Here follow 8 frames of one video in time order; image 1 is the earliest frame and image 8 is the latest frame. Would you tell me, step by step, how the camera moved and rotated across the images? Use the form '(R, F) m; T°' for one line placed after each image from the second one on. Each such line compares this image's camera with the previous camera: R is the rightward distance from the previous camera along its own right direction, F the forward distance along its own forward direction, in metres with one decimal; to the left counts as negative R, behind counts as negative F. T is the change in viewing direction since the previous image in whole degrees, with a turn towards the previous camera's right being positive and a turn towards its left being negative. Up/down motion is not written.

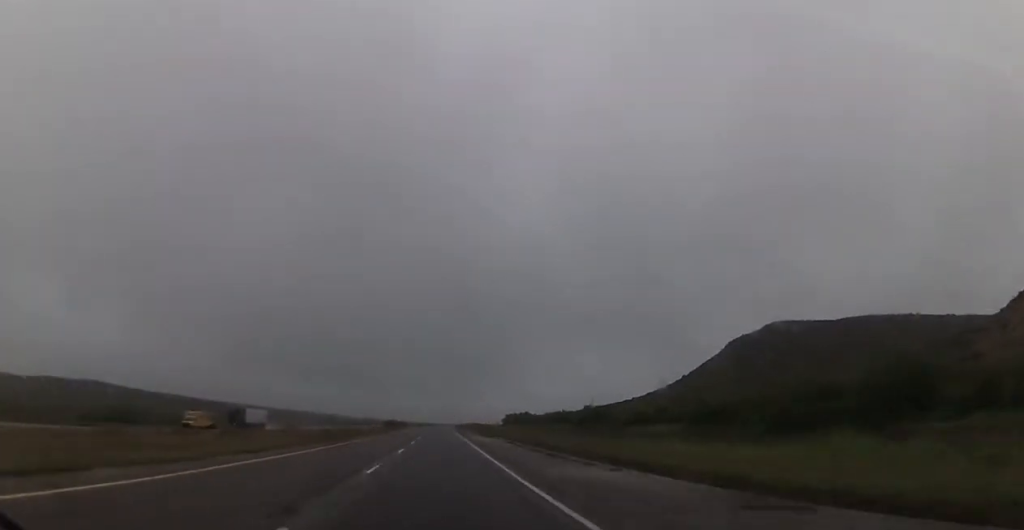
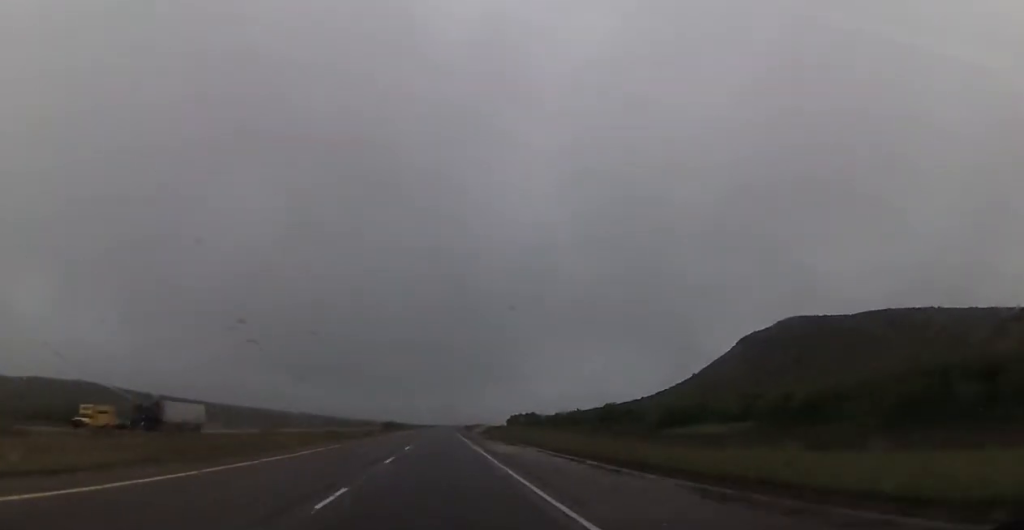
(+0.4, +19.2) m; 0°
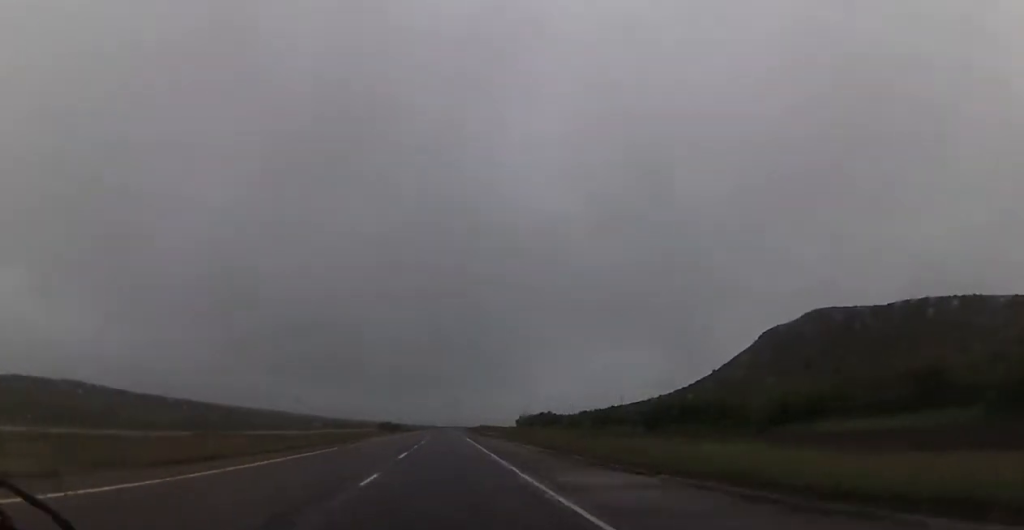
(0.0, +32.7) m; 0°
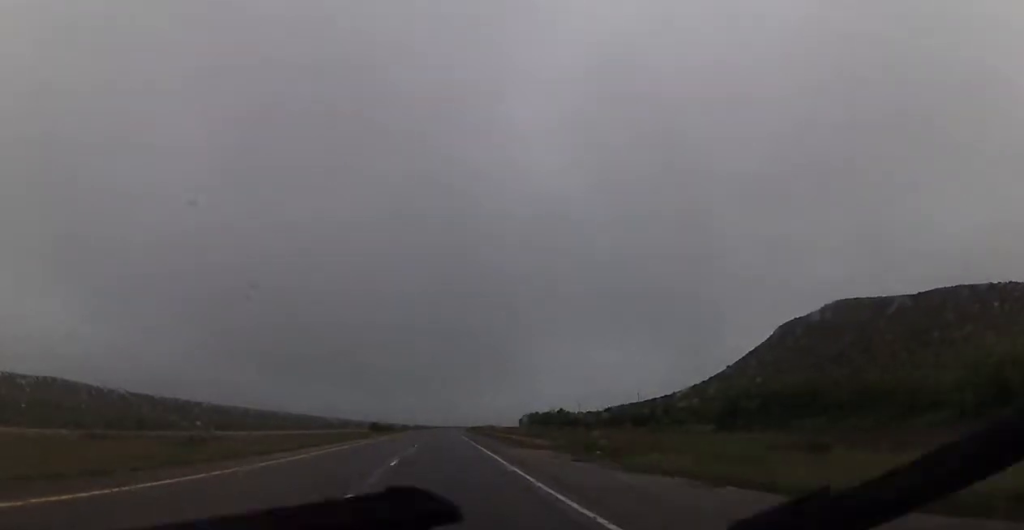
(0.0, +29.4) m; 0°
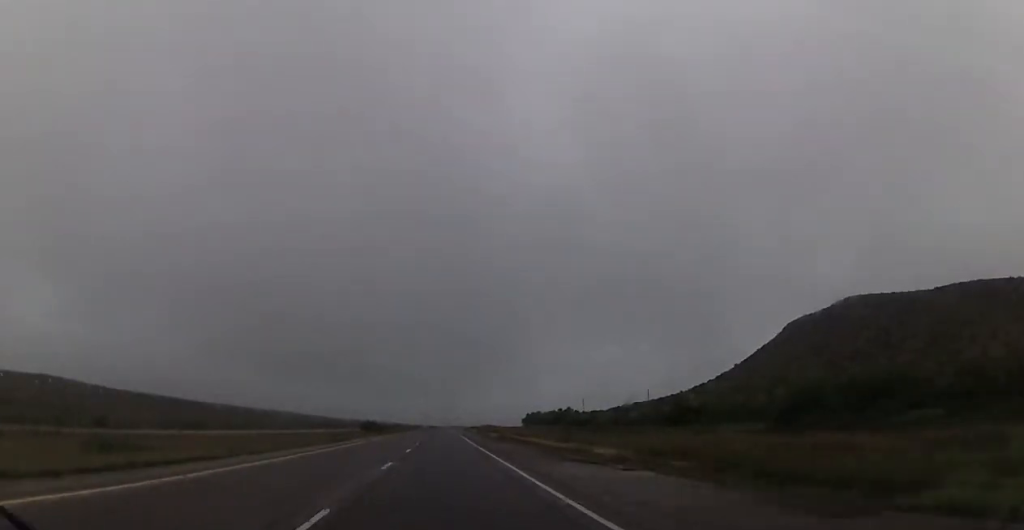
(+0.2, +14.7) m; 0°
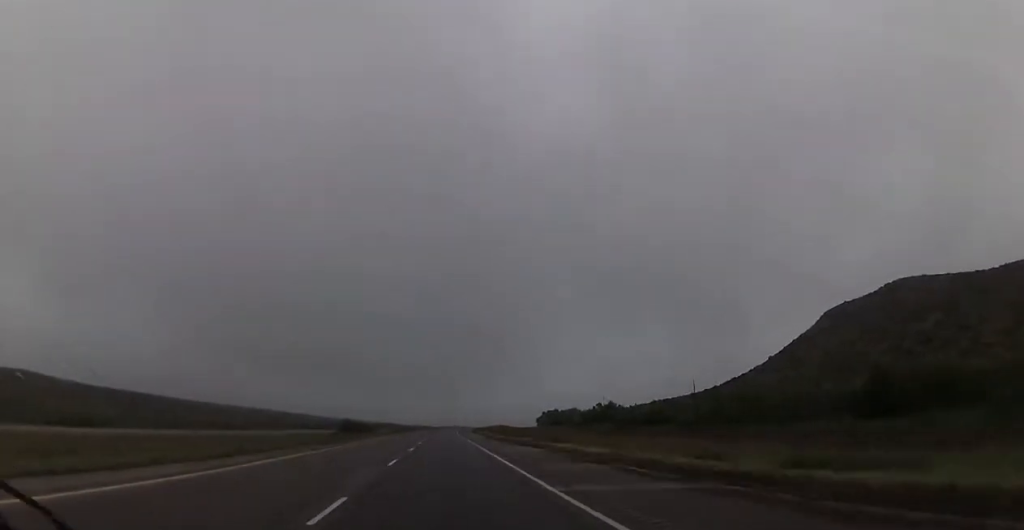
(-0.1, +47.6) m; 0°
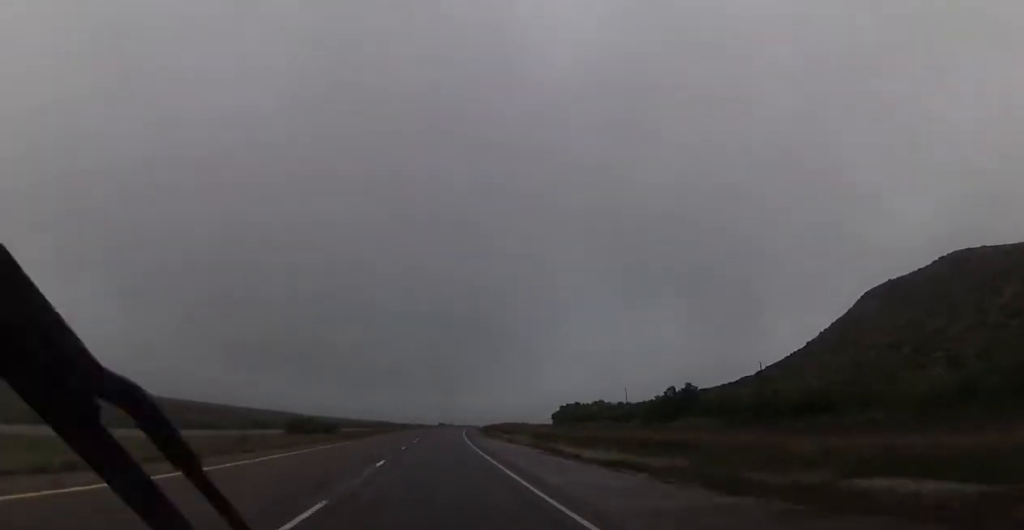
(-0.3, +49.8) m; -1°
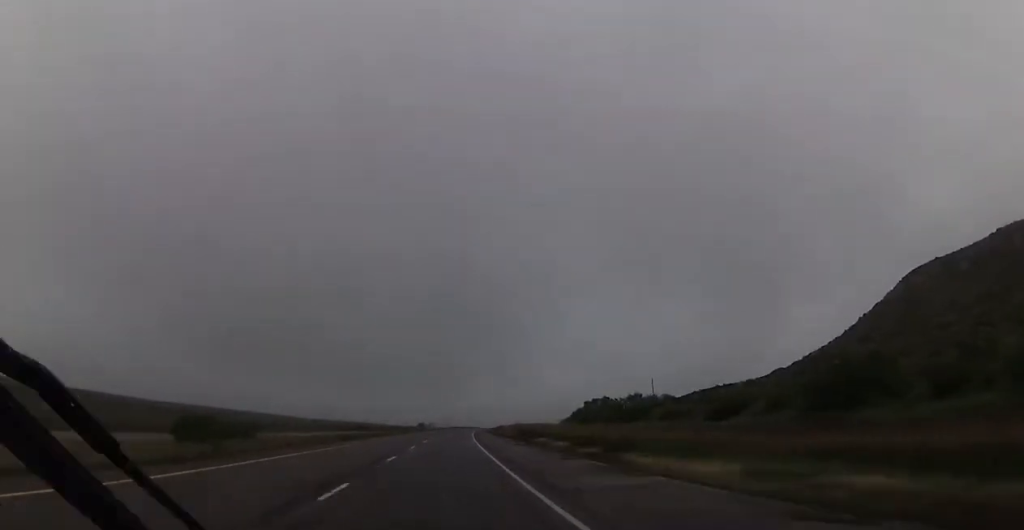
(+0.5, +45.2) m; +2°
